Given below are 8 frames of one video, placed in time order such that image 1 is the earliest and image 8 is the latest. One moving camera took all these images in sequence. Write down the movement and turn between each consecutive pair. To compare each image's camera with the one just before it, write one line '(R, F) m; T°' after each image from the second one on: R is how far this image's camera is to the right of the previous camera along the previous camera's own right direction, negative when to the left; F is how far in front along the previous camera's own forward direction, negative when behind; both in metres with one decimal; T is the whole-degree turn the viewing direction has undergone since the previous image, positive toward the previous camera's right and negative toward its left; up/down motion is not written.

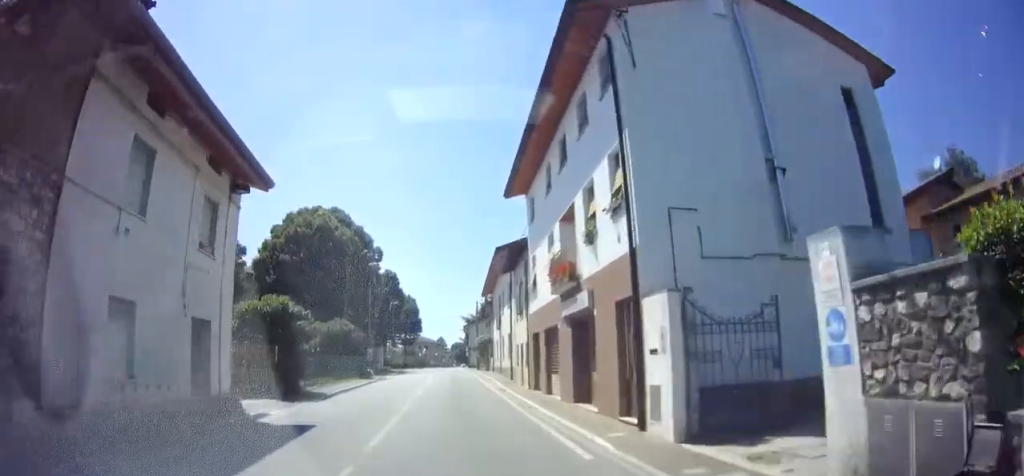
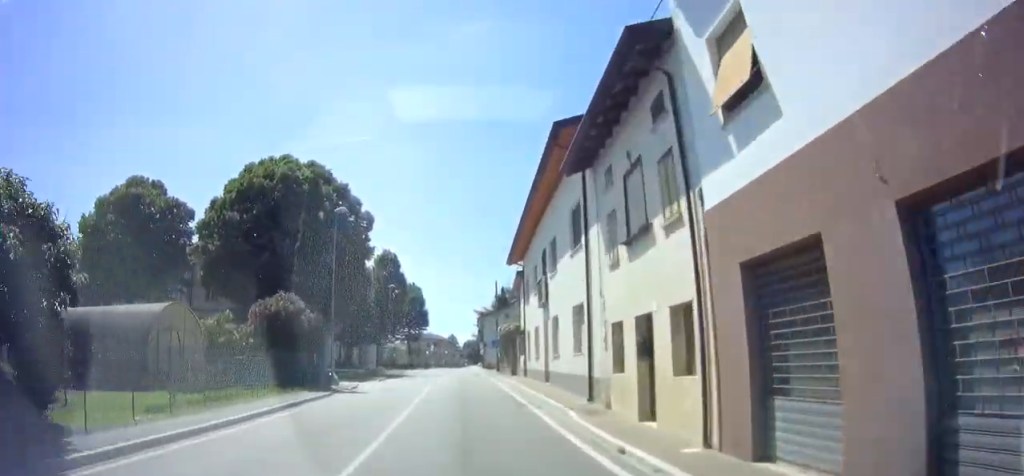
(+0.1, +16.2) m; -1°
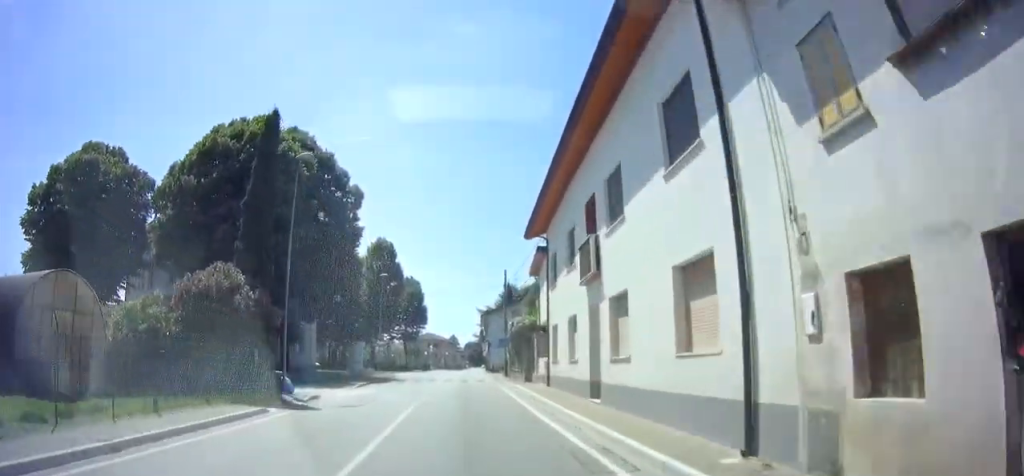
(-0.1, +7.7) m; -1°
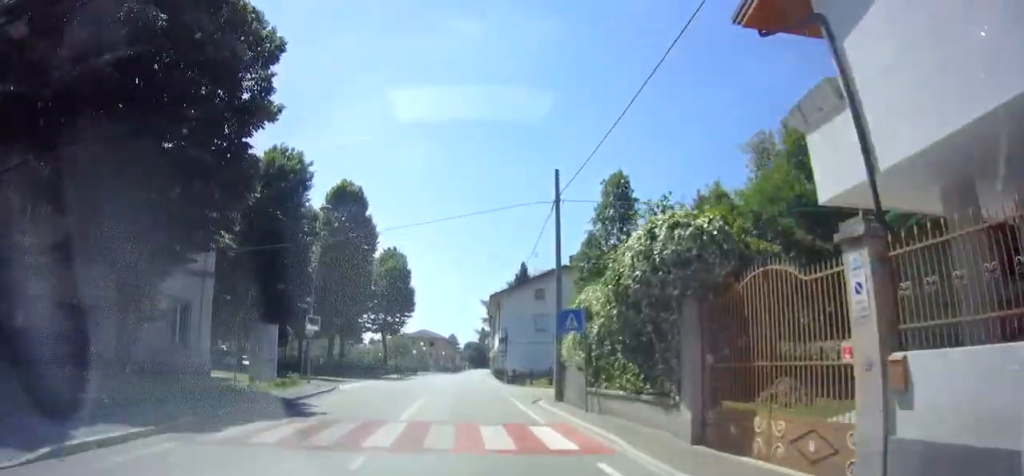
(0.0, +22.5) m; 0°
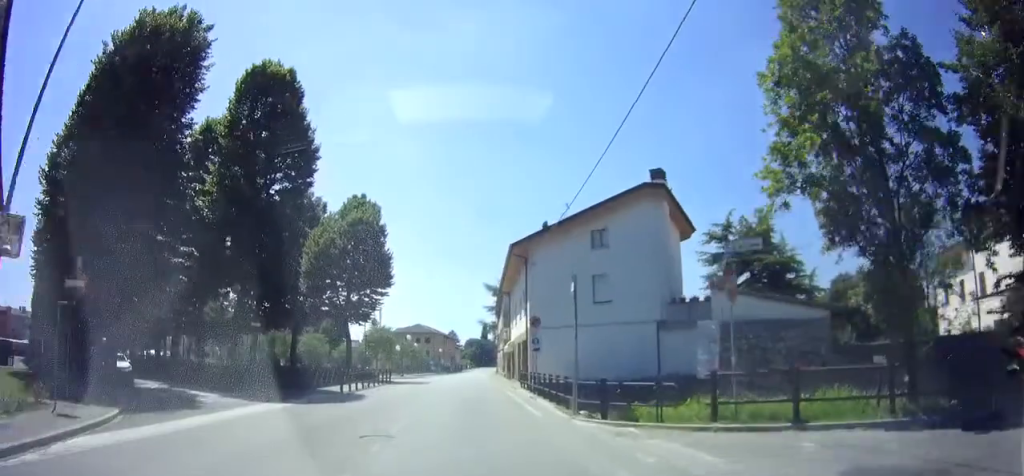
(-0.1, +20.7) m; 0°
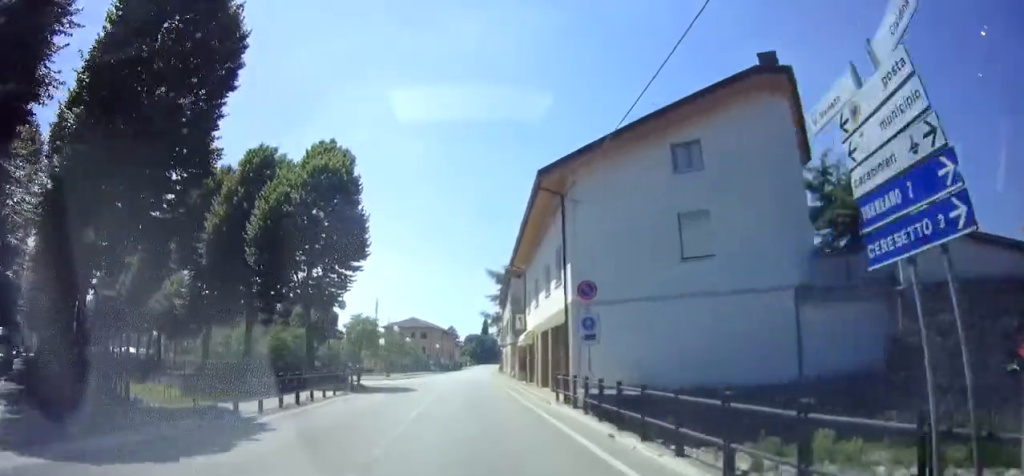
(-0.1, +10.8) m; +2°
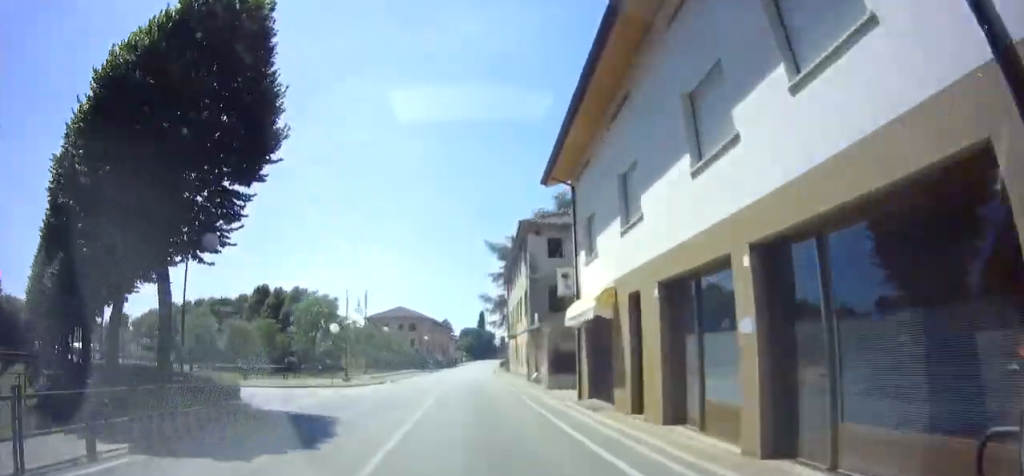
(+0.6, +15.7) m; +2°
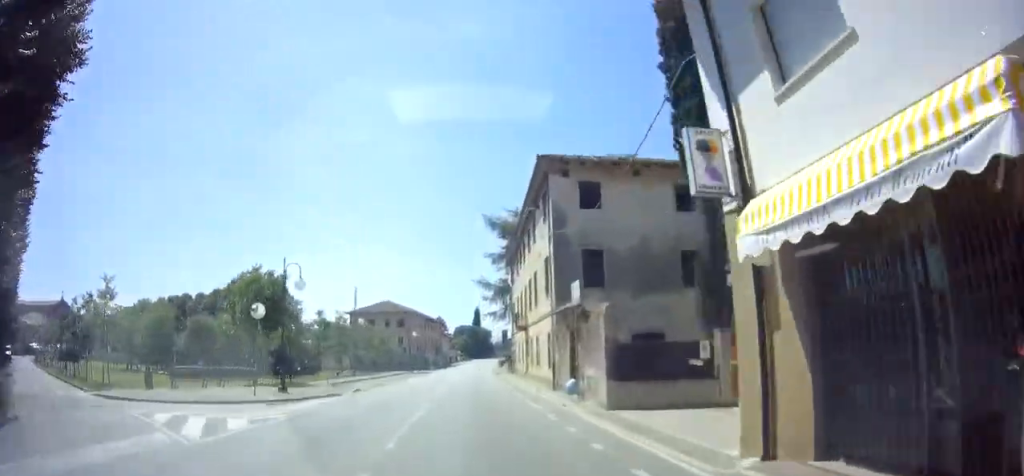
(0.0, +11.2) m; -2°
